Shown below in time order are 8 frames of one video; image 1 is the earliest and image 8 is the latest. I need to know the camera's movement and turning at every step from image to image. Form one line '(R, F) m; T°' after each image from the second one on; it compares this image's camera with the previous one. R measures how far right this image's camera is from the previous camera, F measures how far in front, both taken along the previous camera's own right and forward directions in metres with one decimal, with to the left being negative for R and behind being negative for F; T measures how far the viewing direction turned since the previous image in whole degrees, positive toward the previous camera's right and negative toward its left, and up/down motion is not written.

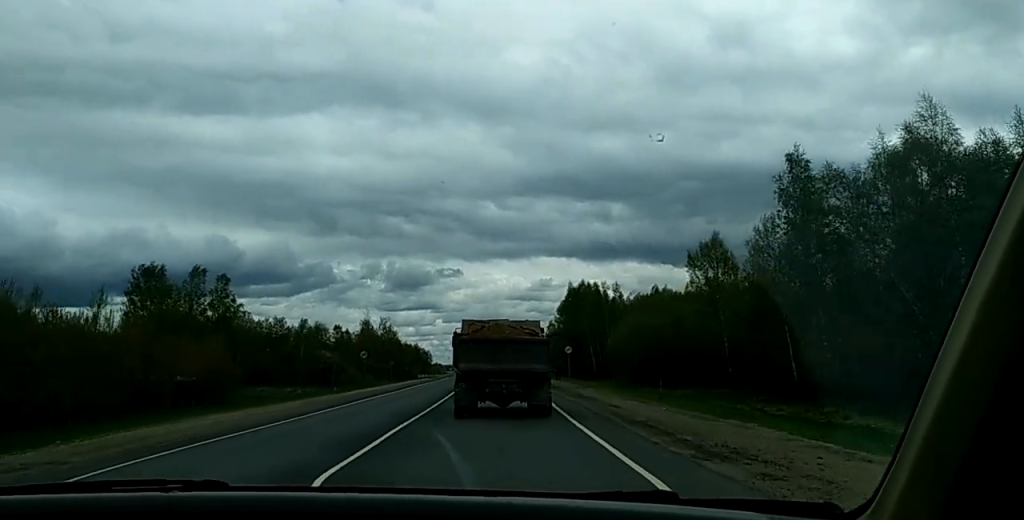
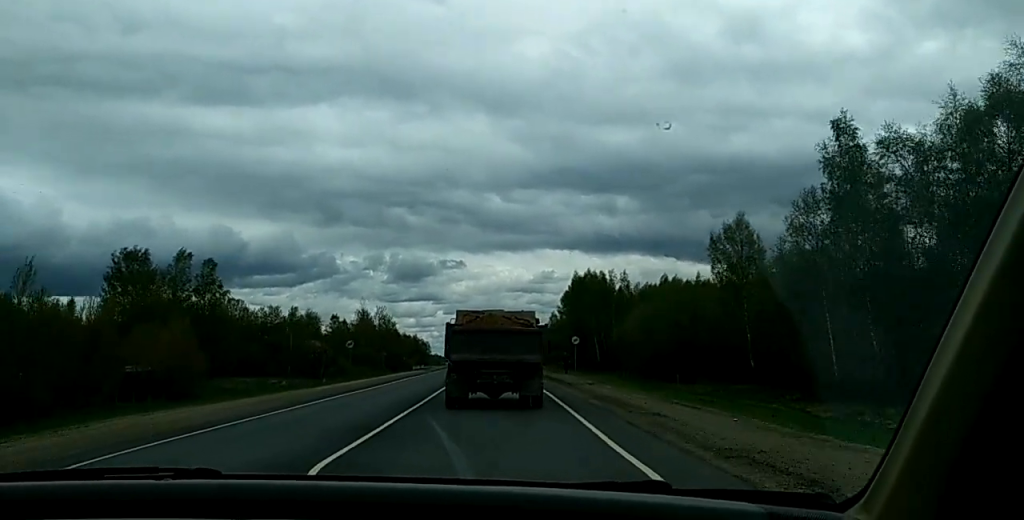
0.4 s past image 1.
(0.0, +7.6) m; +1°
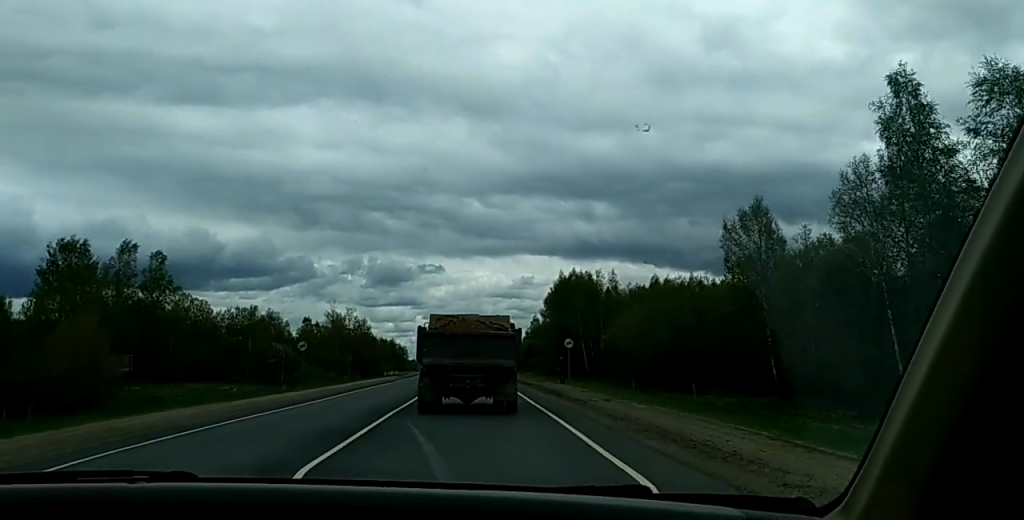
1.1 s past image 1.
(+0.3, +11.0) m; +1°
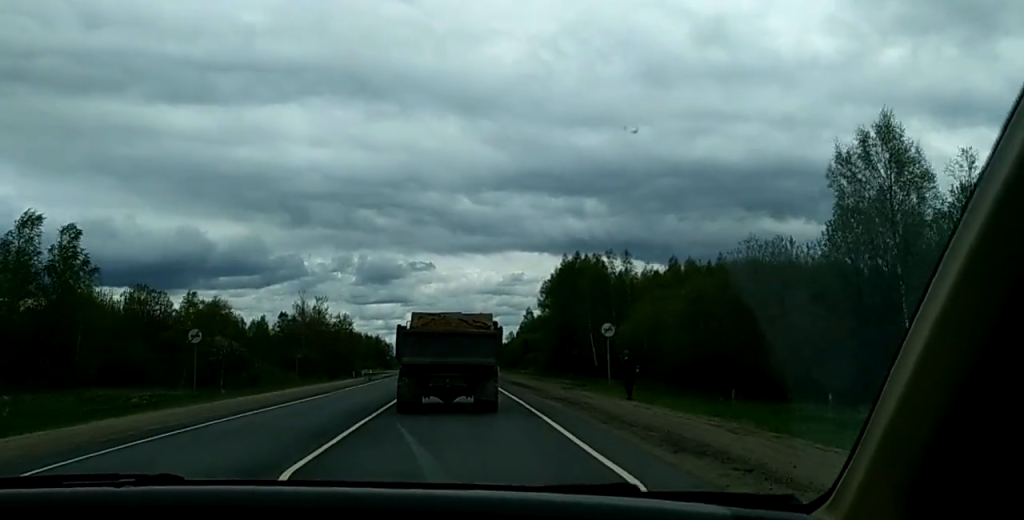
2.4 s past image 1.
(+0.1, +23.3) m; -1°
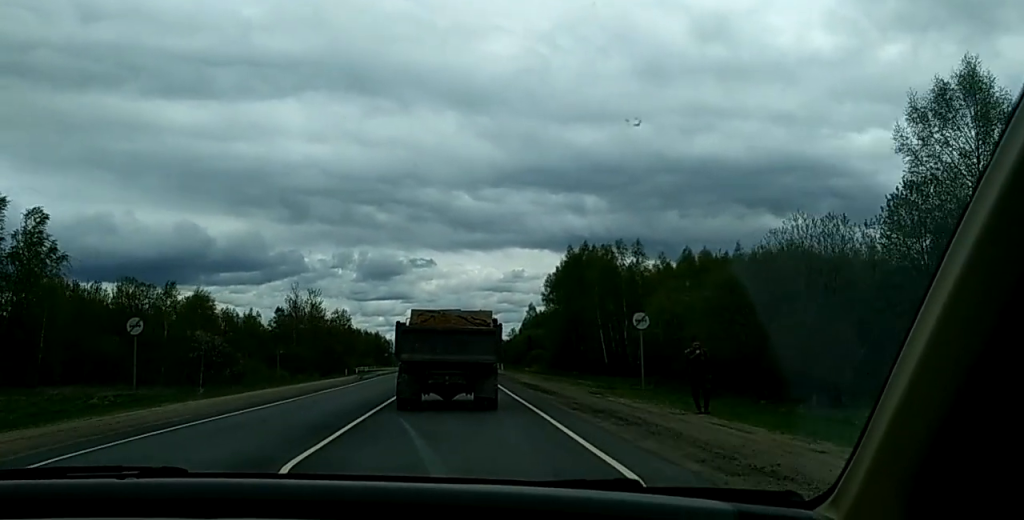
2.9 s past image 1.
(-0.2, +7.5) m; 0°
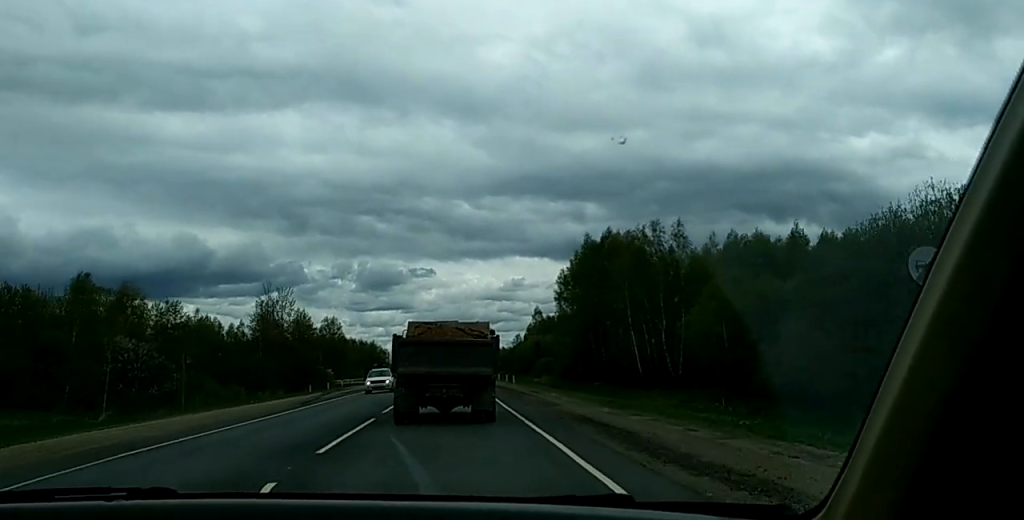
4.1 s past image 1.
(+0.2, +21.1) m; 0°
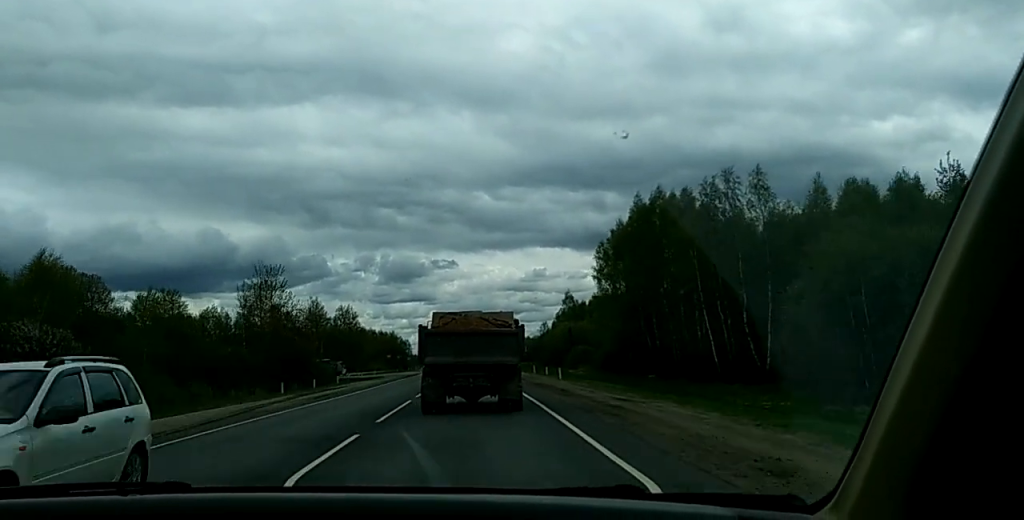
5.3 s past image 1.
(-0.4, +19.6) m; -2°
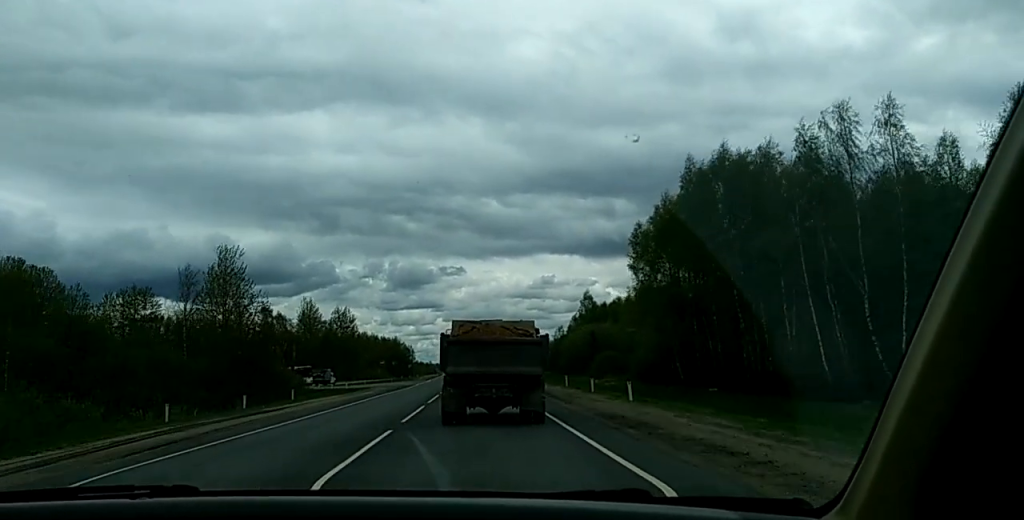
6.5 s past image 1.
(0.0, +20.8) m; 0°
